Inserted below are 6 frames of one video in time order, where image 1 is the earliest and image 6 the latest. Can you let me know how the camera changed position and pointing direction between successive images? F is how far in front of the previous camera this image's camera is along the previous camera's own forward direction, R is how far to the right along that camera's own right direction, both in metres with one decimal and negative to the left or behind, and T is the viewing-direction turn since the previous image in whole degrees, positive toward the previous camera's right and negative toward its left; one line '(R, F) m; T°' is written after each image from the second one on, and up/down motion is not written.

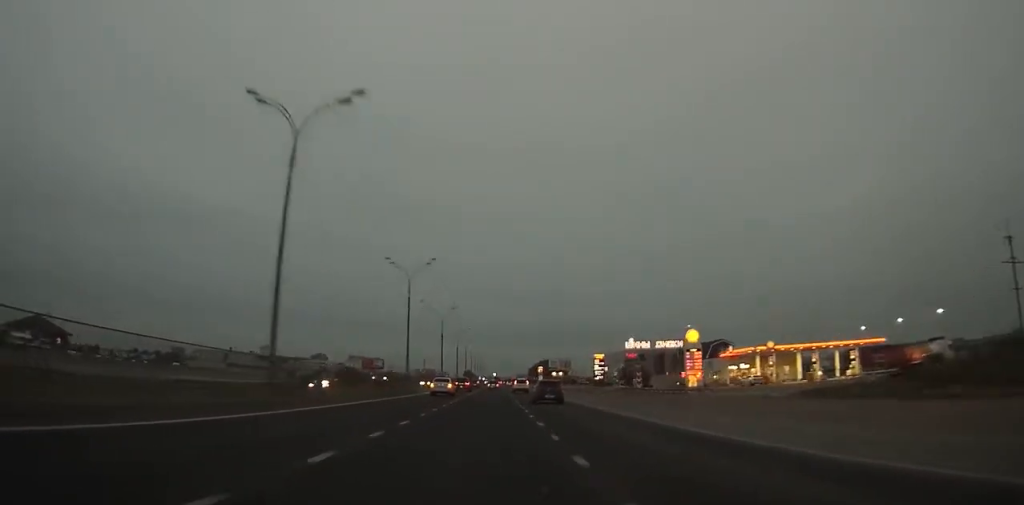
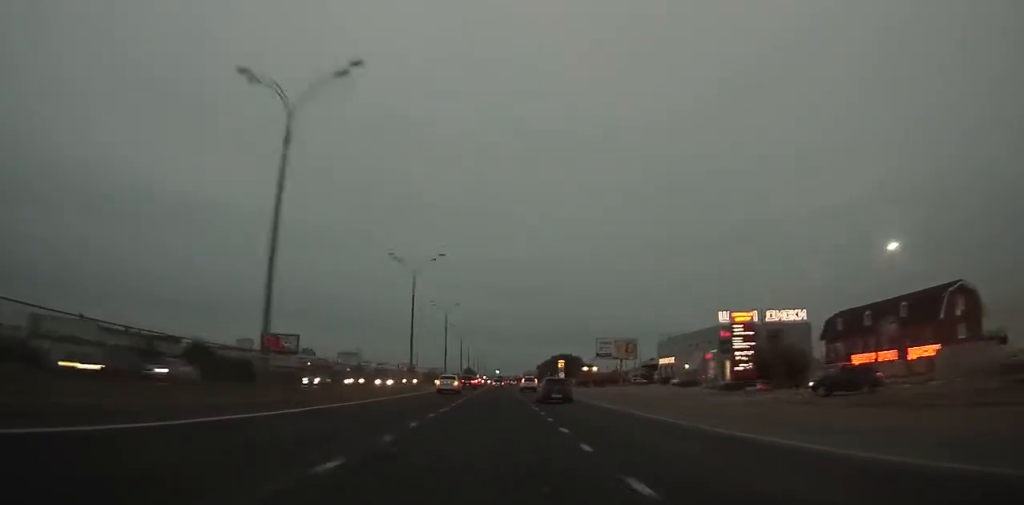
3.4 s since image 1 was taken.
(-0.1, +71.2) m; 0°
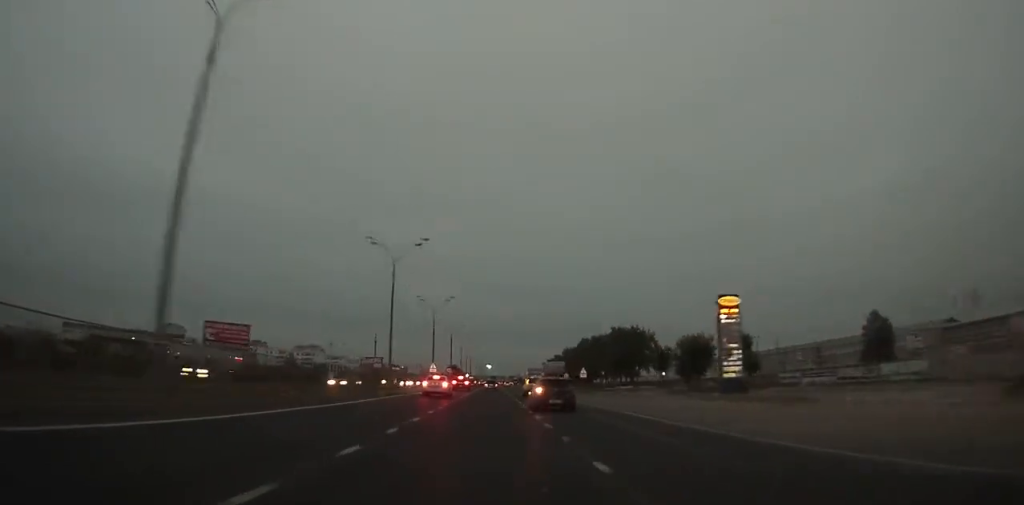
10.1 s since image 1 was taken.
(+1.0, +140.2) m; +1°
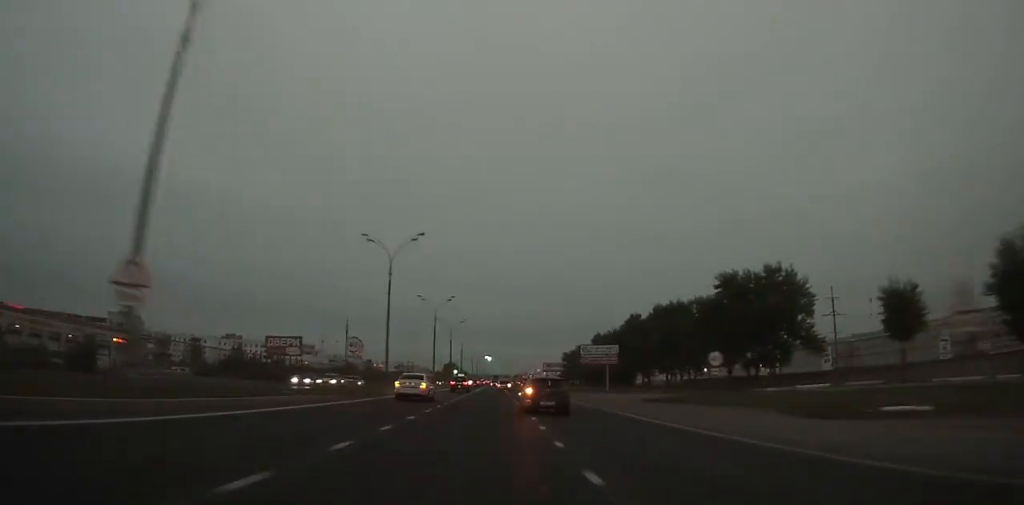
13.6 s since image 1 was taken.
(-0.1, +70.7) m; 0°
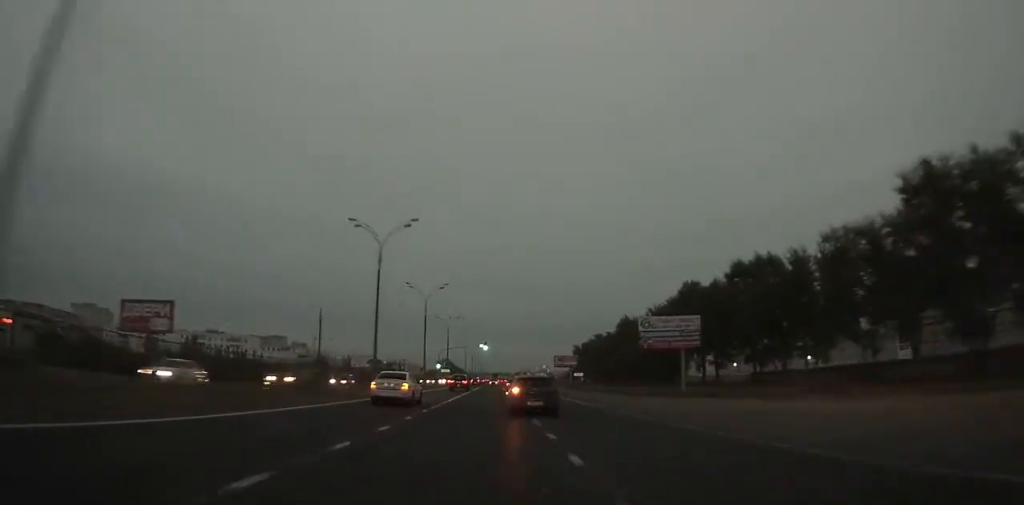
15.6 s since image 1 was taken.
(+0.1, +39.2) m; 0°
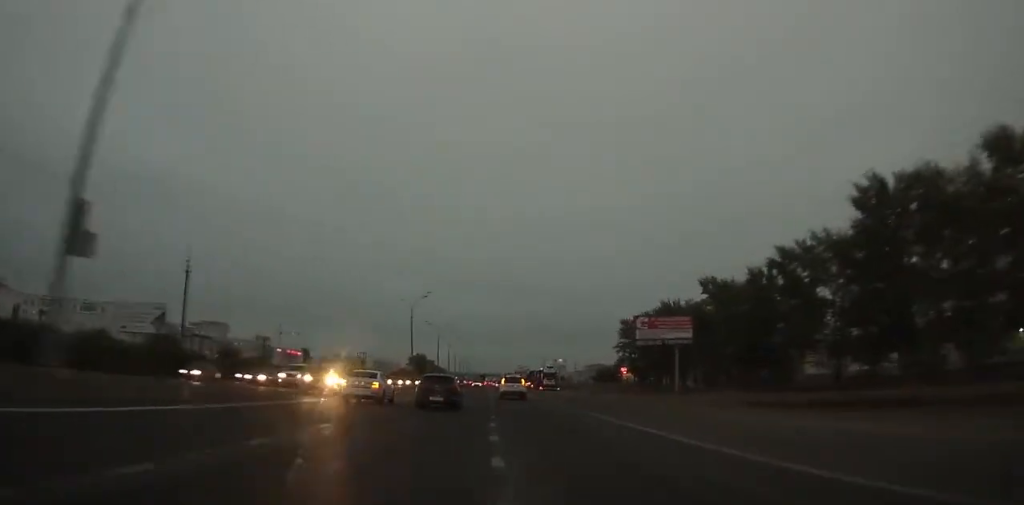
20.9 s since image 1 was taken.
(+0.5, +102.9) m; 0°
